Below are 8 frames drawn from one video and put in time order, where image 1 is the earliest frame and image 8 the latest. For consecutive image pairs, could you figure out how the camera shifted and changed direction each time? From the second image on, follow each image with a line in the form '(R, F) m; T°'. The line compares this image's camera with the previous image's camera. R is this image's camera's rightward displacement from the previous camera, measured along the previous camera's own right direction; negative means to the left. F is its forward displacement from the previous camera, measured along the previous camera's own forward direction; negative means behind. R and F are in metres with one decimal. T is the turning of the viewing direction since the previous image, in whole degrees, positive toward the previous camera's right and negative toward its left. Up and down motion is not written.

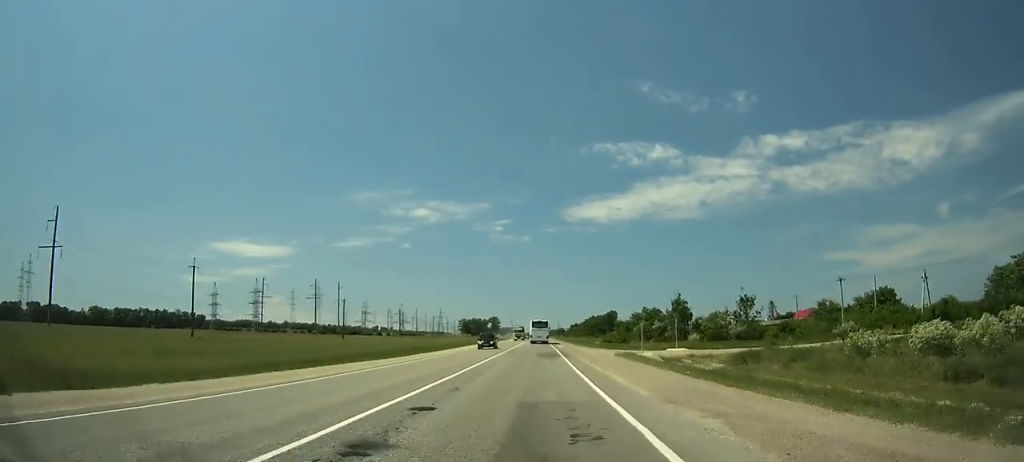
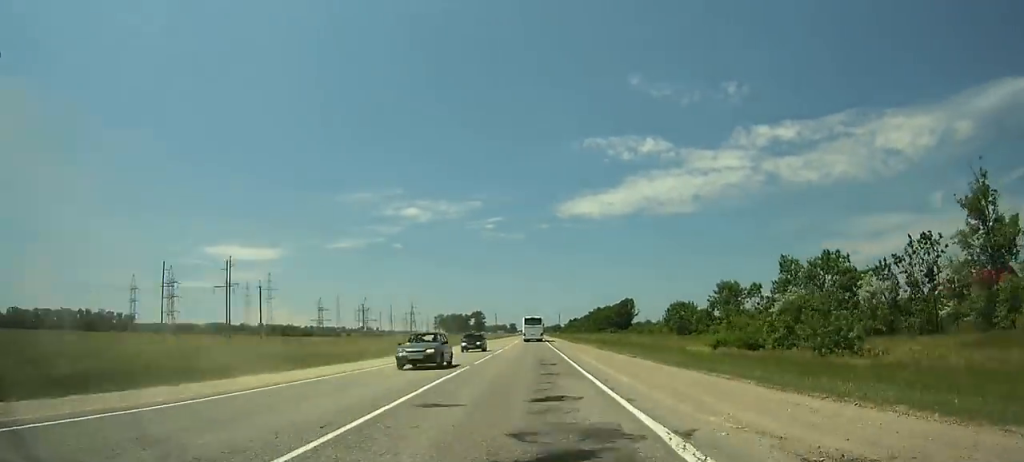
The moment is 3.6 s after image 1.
(-0.1, +81.9) m; 0°
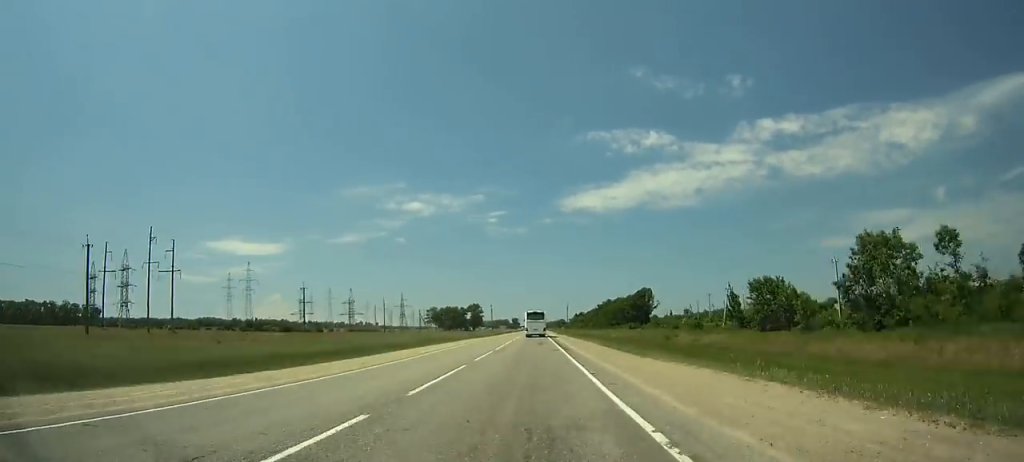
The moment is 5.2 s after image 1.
(0.0, +36.3) m; 0°
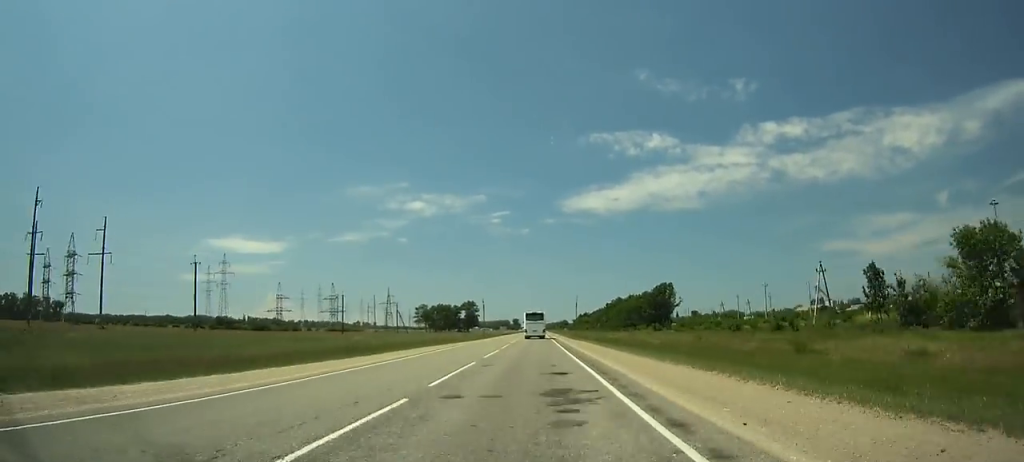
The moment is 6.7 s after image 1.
(0.0, +34.0) m; 0°
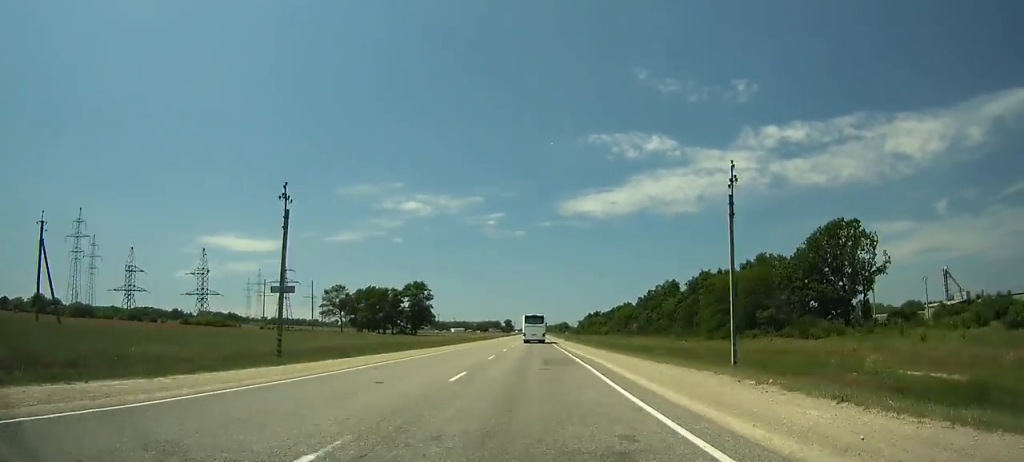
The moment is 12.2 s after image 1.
(0.0, +123.6) m; 0°
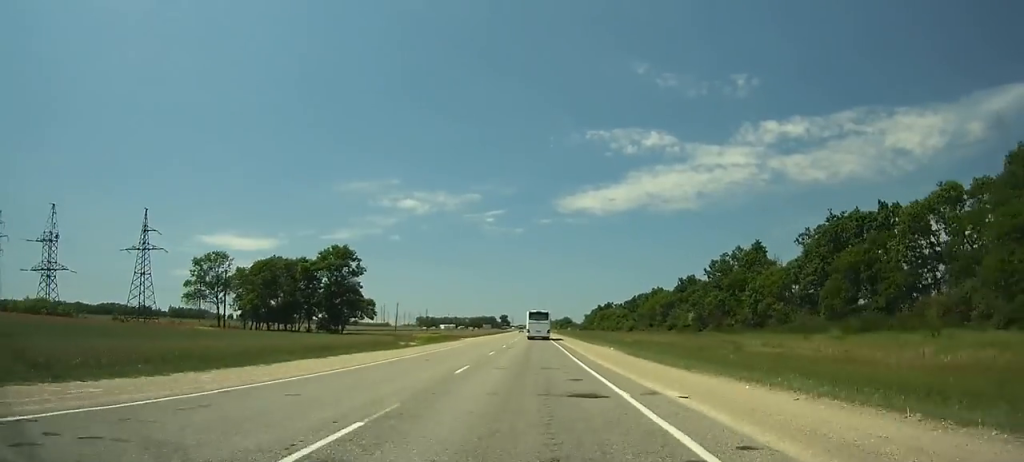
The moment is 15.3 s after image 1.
(0.0, +69.0) m; 0°
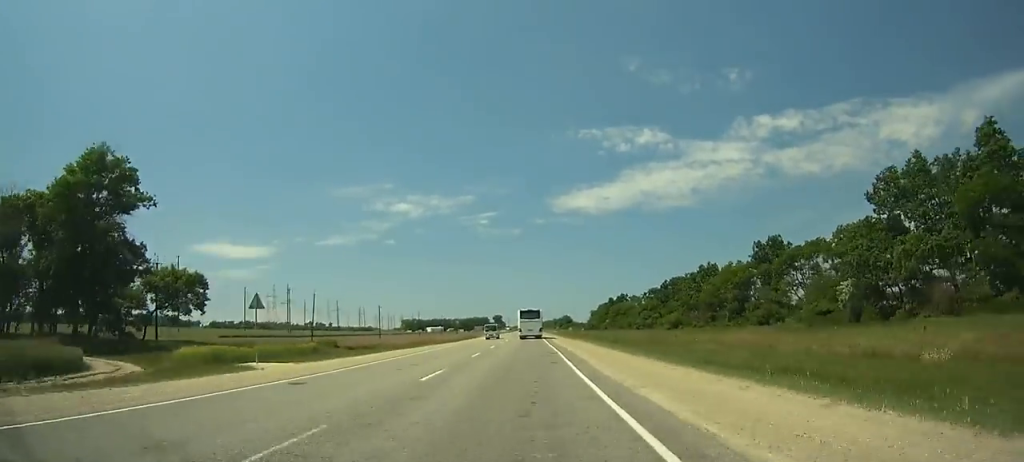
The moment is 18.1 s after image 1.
(+0.2, +61.9) m; 0°
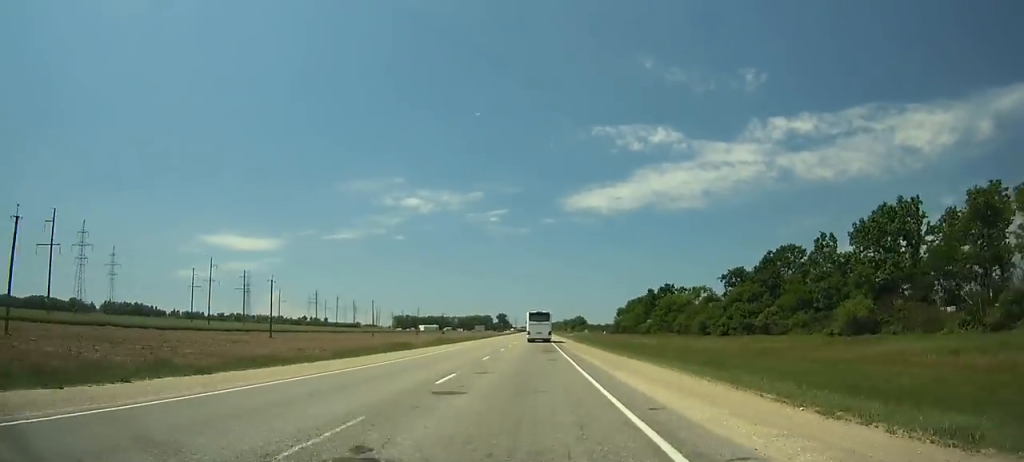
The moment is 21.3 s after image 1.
(-0.1, +70.4) m; 0°
